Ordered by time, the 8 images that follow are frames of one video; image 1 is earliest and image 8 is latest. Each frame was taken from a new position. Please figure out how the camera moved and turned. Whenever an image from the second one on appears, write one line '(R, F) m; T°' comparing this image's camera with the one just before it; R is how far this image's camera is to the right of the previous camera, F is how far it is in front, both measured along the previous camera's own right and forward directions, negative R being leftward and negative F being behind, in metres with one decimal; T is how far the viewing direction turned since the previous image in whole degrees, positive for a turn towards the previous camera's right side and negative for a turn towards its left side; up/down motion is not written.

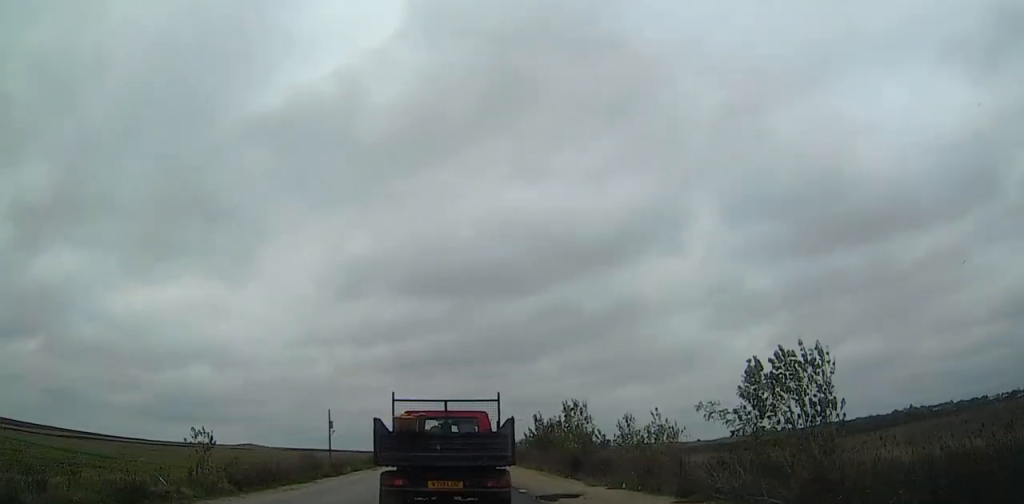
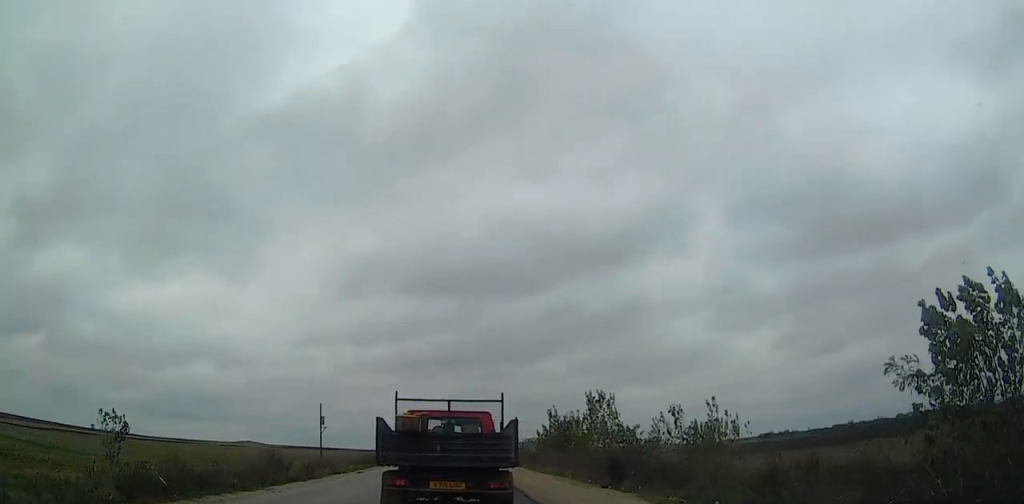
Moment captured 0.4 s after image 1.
(-0.1, +7.1) m; 0°
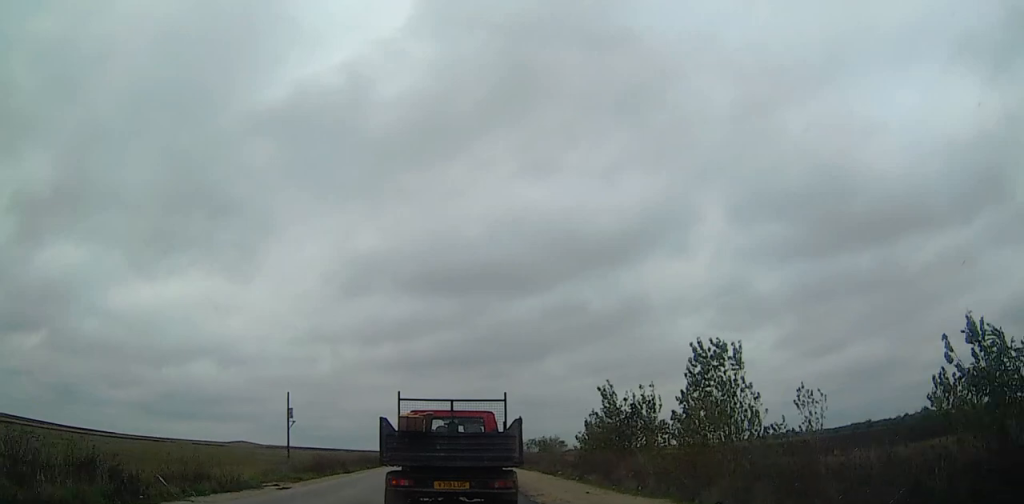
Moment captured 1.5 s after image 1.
(+0.1, +17.0) m; 0°
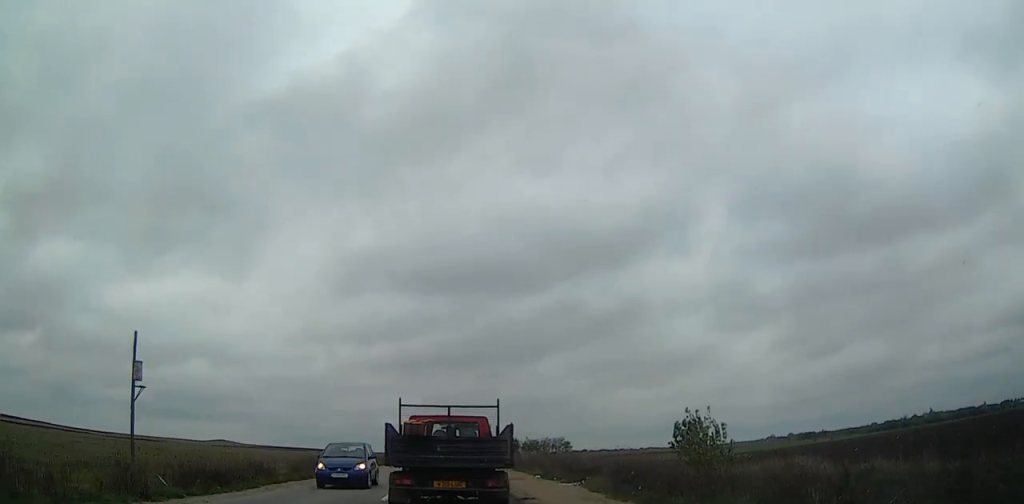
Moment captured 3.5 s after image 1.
(-0.3, +34.2) m; 0°
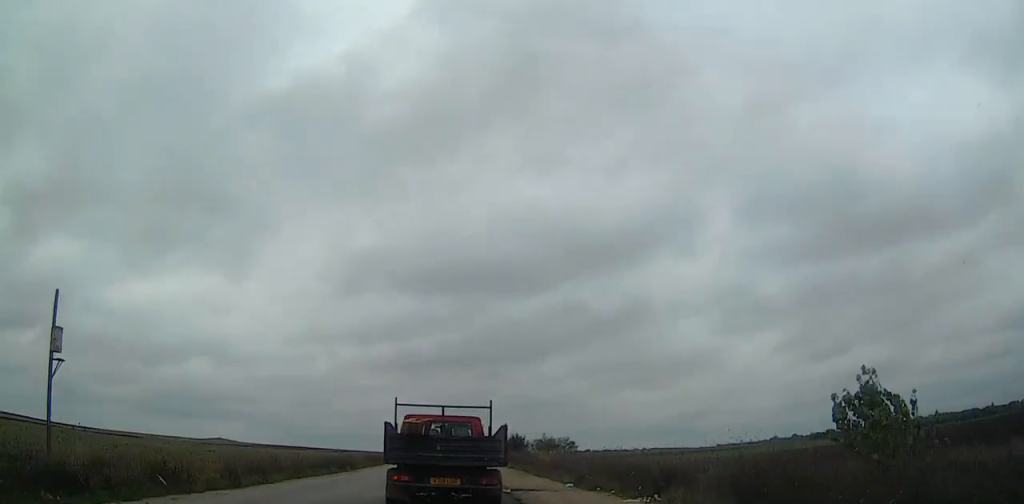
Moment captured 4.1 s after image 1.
(0.0, +9.1) m; 0°
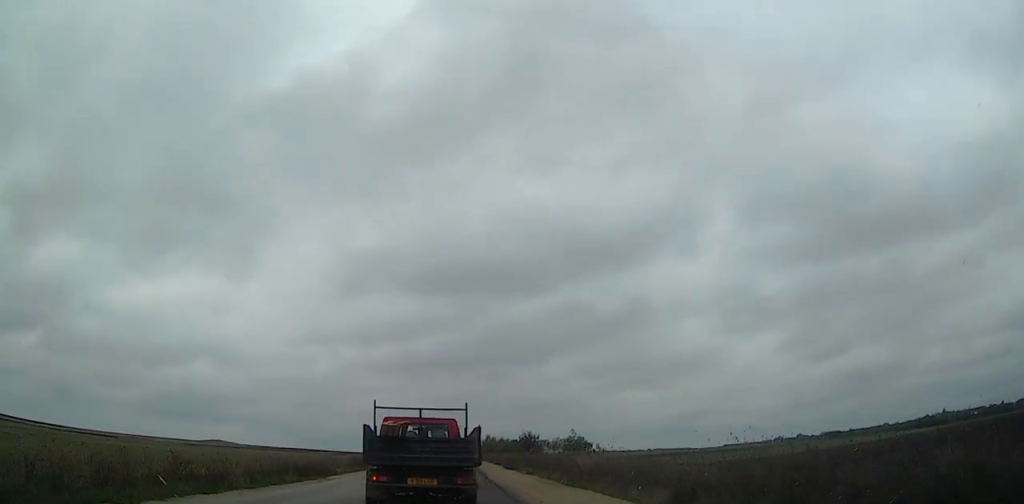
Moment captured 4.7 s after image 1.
(0.0, +10.9) m; 0°
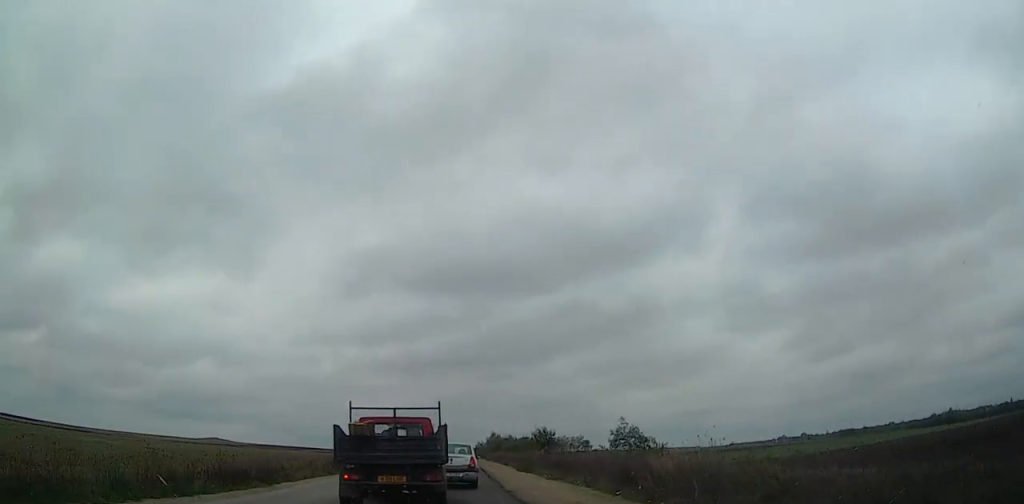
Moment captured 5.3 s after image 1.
(0.0, +10.0) m; 0°
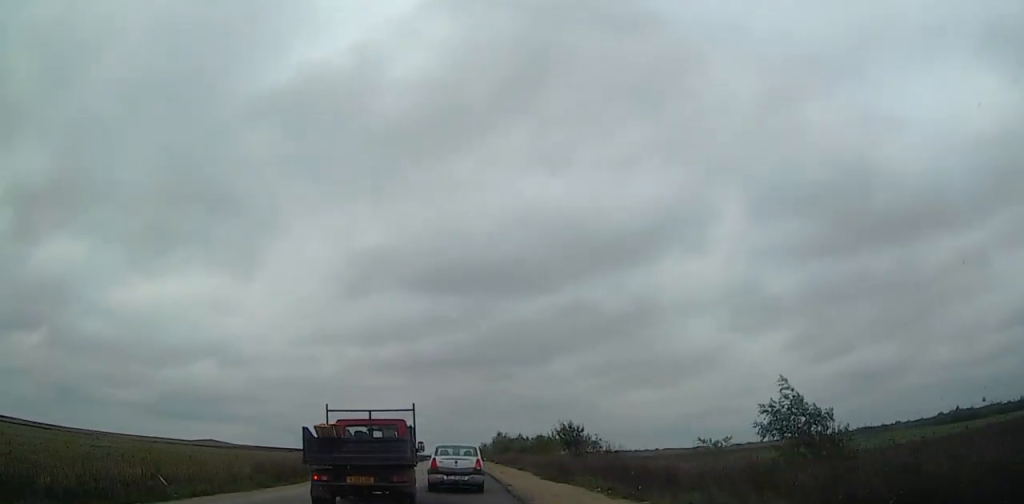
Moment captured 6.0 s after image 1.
(-0.1, +12.7) m; 0°
